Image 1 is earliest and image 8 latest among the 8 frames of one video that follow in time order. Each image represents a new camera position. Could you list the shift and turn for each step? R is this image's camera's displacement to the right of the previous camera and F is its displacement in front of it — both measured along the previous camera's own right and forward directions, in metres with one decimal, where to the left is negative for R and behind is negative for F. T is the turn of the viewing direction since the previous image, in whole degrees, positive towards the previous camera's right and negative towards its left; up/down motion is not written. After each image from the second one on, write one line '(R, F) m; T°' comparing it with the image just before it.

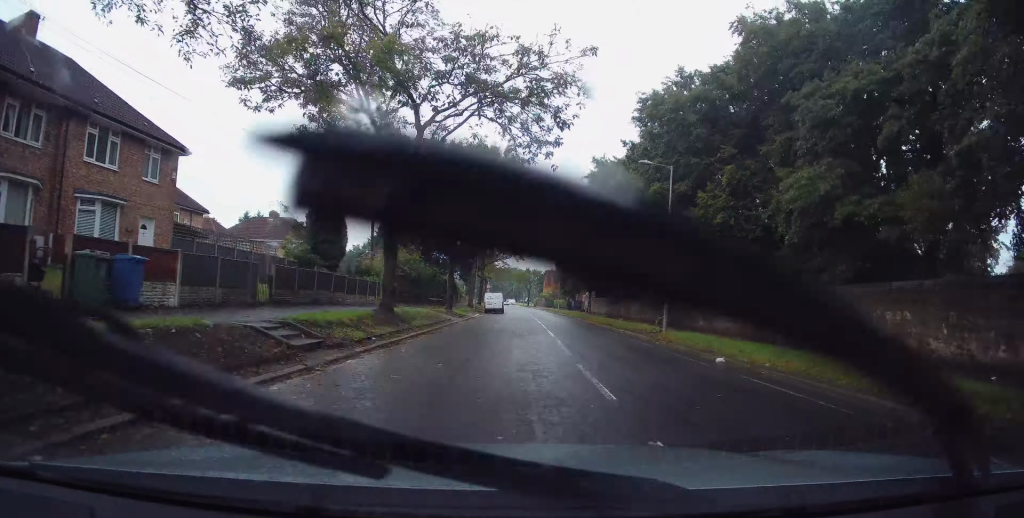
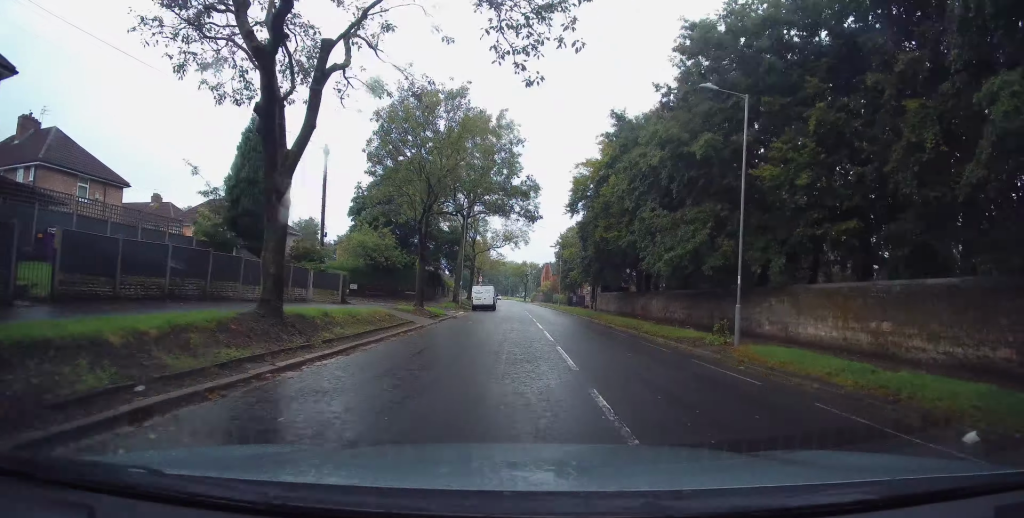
(+0.1, +9.6) m; 0°
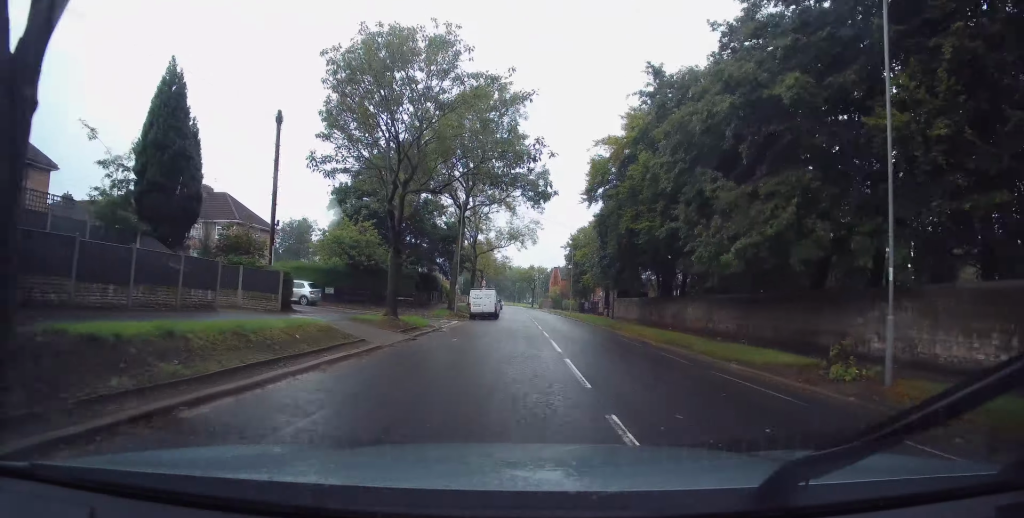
(+0.2, +7.3) m; -1°
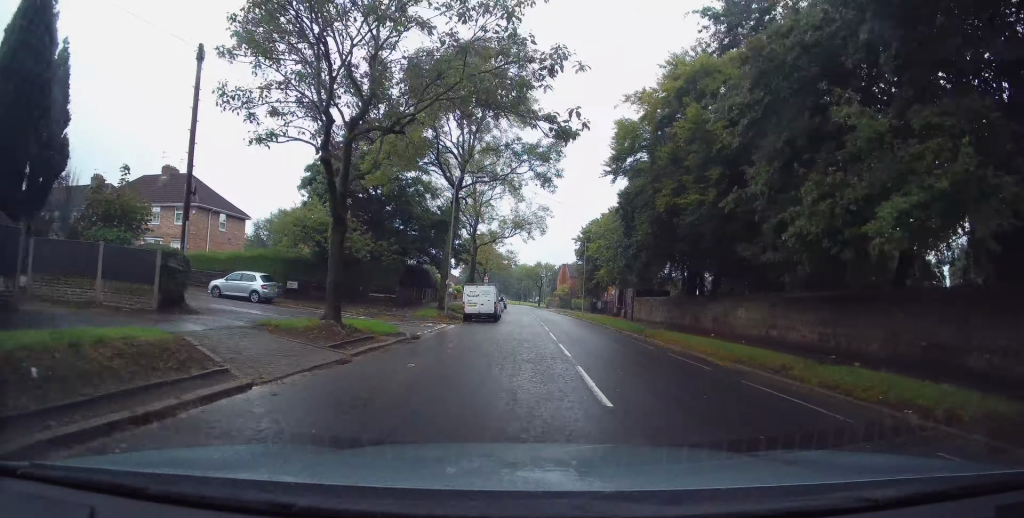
(-0.5, +7.0) m; 0°
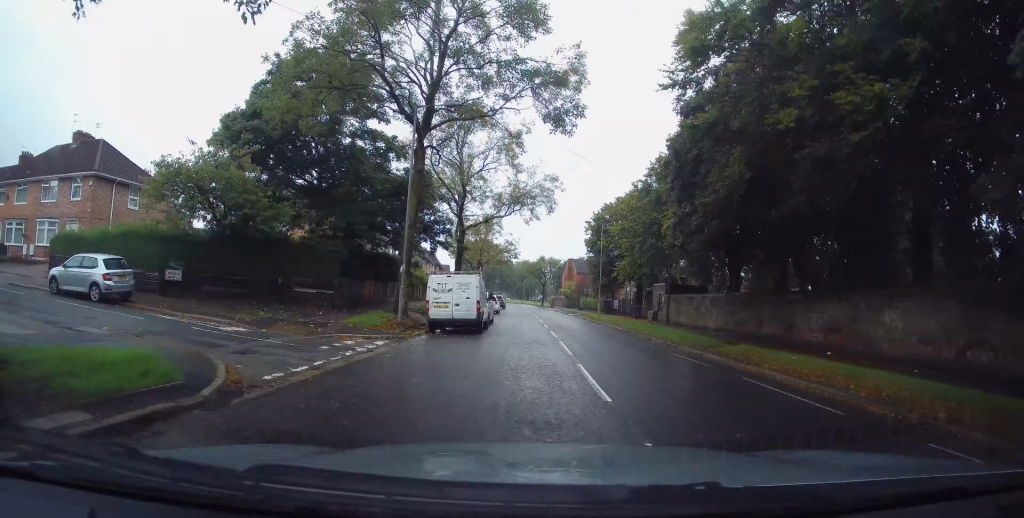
(+0.5, +11.4) m; 0°
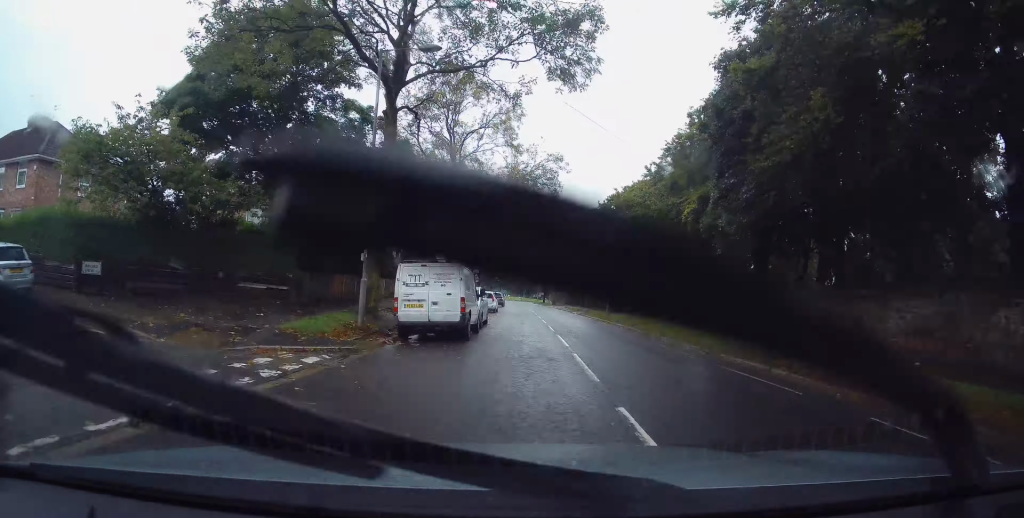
(-0.3, +4.6) m; 0°
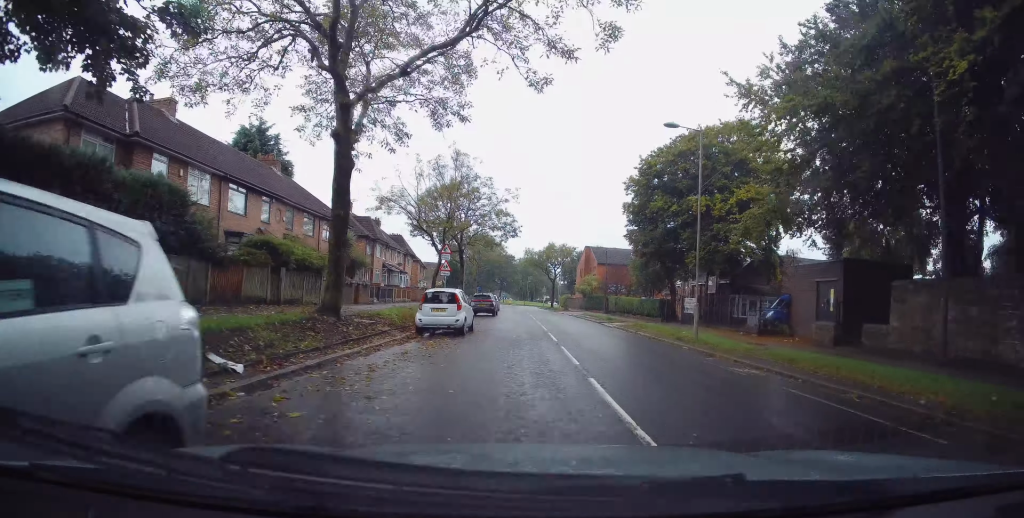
(-0.5, +21.7) m; -3°
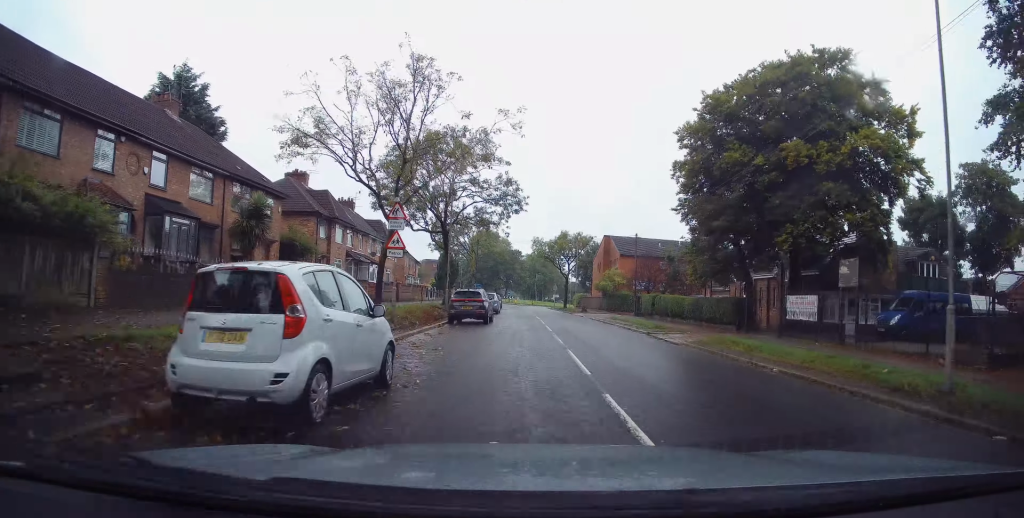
(0.0, +14.0) m; +2°
